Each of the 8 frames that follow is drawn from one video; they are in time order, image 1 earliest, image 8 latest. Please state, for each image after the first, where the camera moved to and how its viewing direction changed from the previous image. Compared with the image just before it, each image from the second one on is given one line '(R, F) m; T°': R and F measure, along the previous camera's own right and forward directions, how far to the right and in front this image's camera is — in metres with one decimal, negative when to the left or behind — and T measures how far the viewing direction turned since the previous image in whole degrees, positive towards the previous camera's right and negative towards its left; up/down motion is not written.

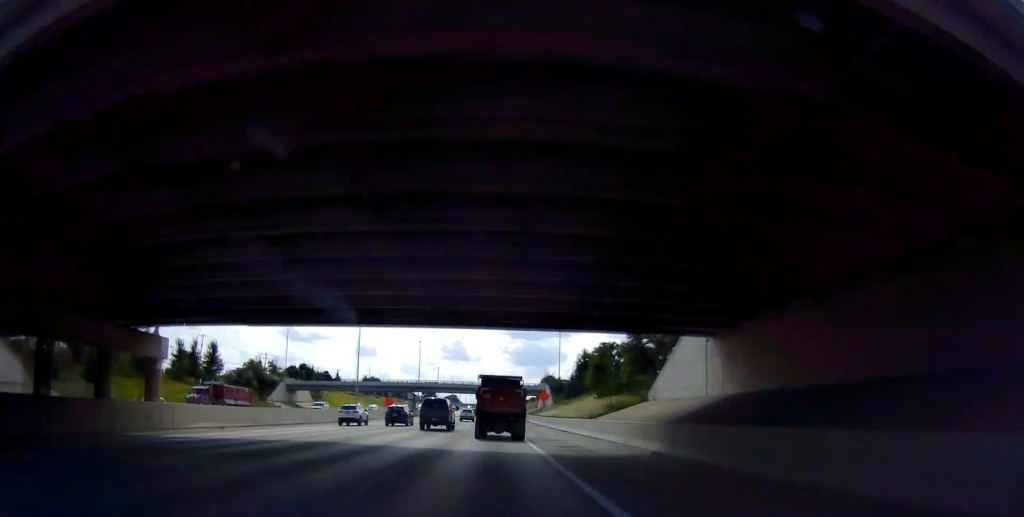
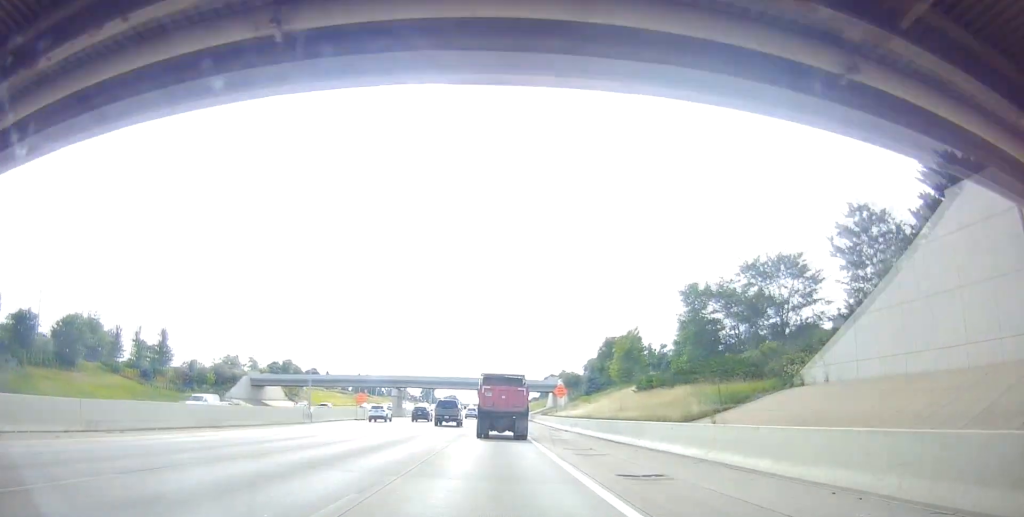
(0.0, +19.4) m; +1°
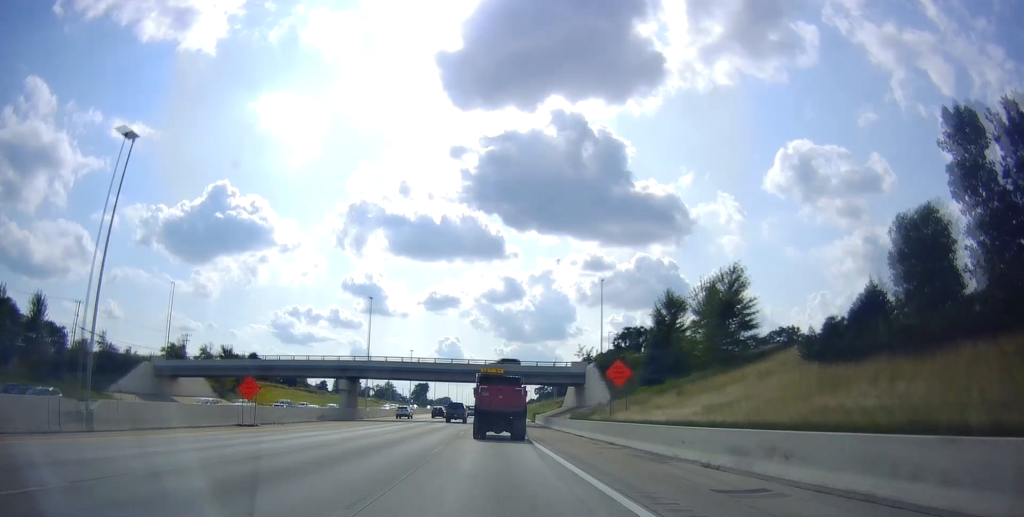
(-0.1, +31.8) m; -1°
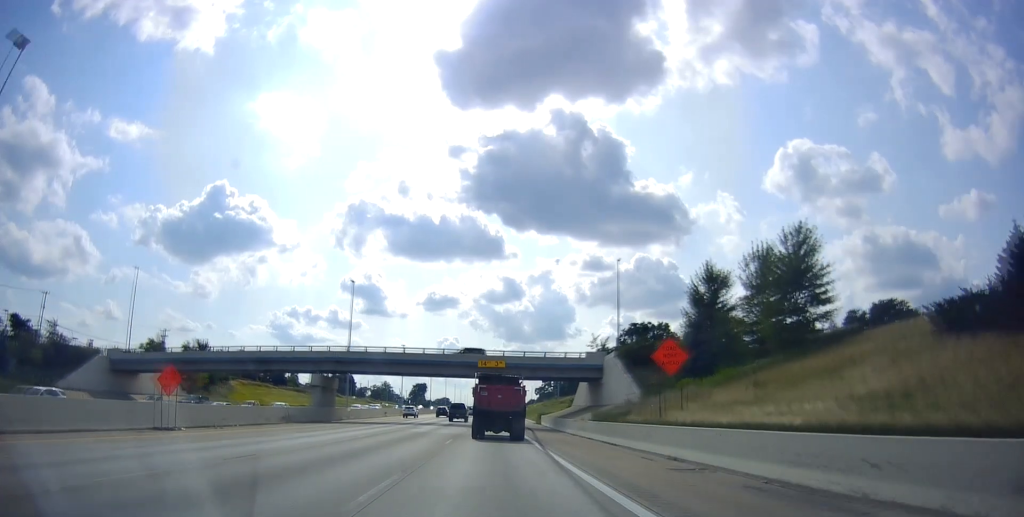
(-0.3, +10.4) m; 0°
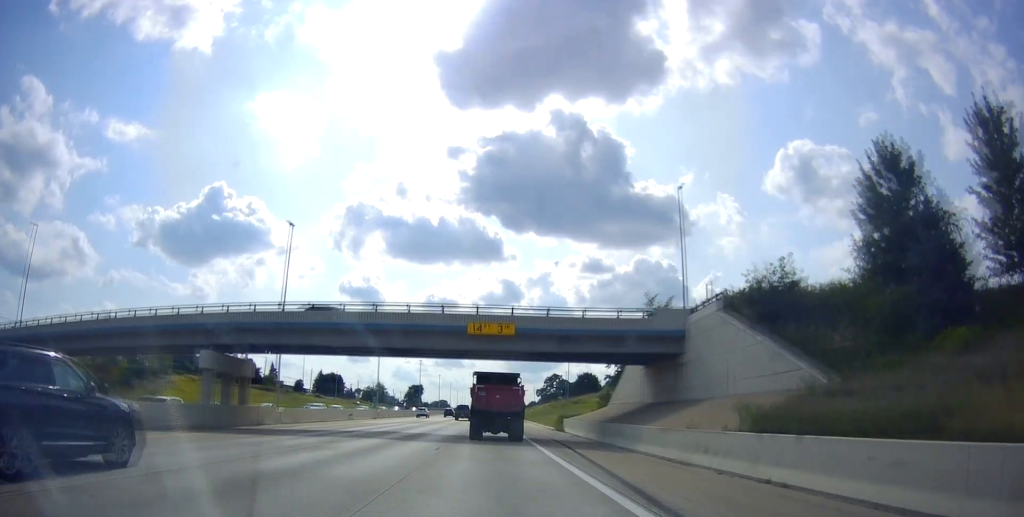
(+0.5, +23.0) m; 0°
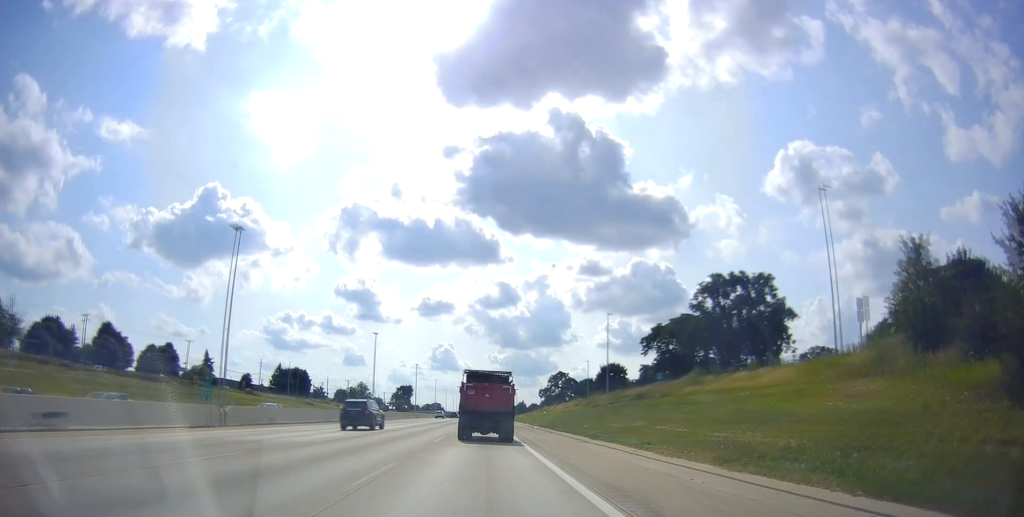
(-0.9, +51.6) m; 0°
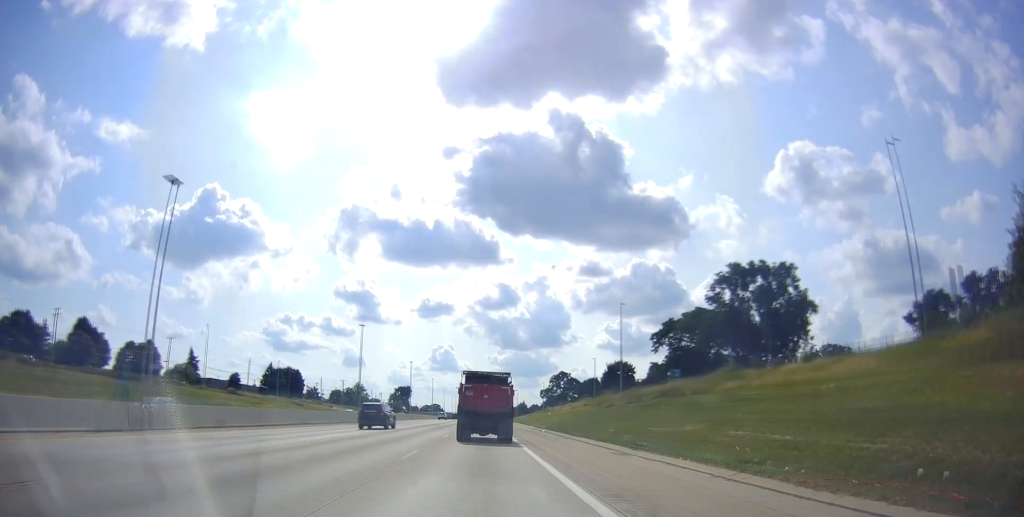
(+0.2, +9.5) m; 0°
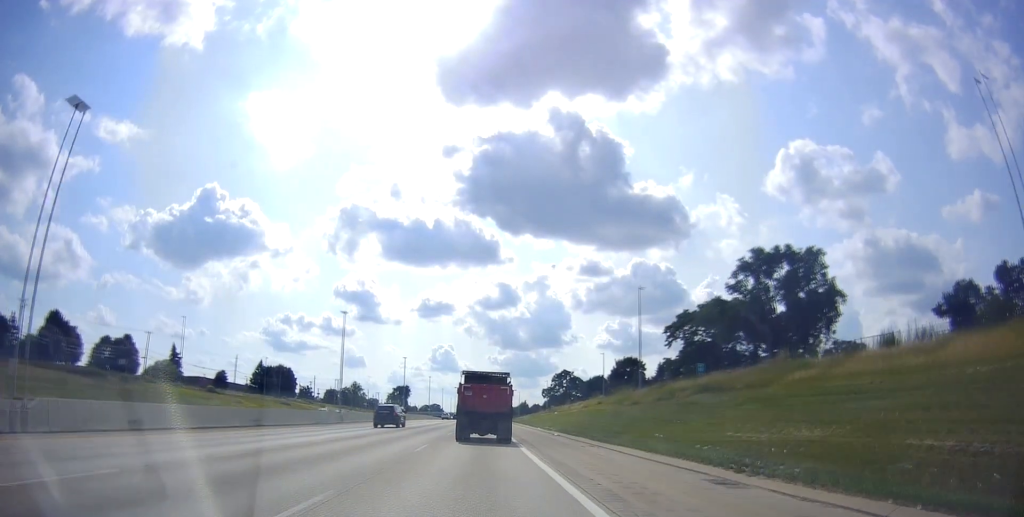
(0.0, +10.2) m; 0°
